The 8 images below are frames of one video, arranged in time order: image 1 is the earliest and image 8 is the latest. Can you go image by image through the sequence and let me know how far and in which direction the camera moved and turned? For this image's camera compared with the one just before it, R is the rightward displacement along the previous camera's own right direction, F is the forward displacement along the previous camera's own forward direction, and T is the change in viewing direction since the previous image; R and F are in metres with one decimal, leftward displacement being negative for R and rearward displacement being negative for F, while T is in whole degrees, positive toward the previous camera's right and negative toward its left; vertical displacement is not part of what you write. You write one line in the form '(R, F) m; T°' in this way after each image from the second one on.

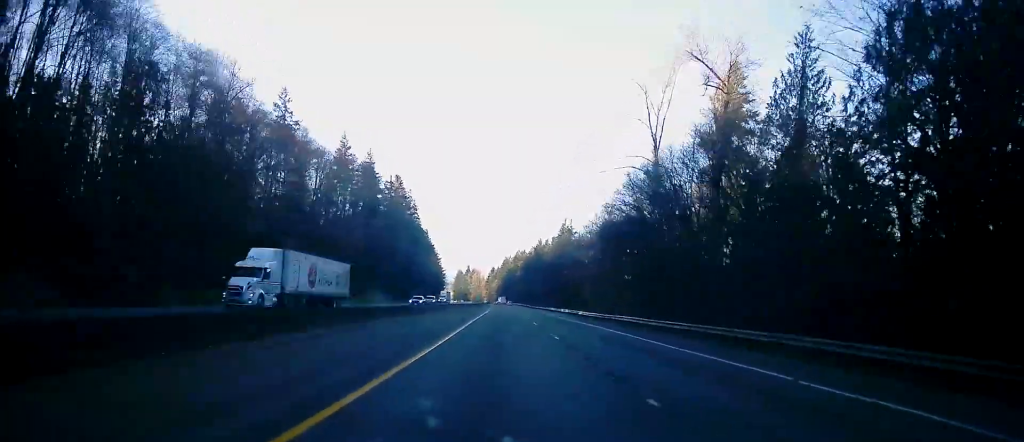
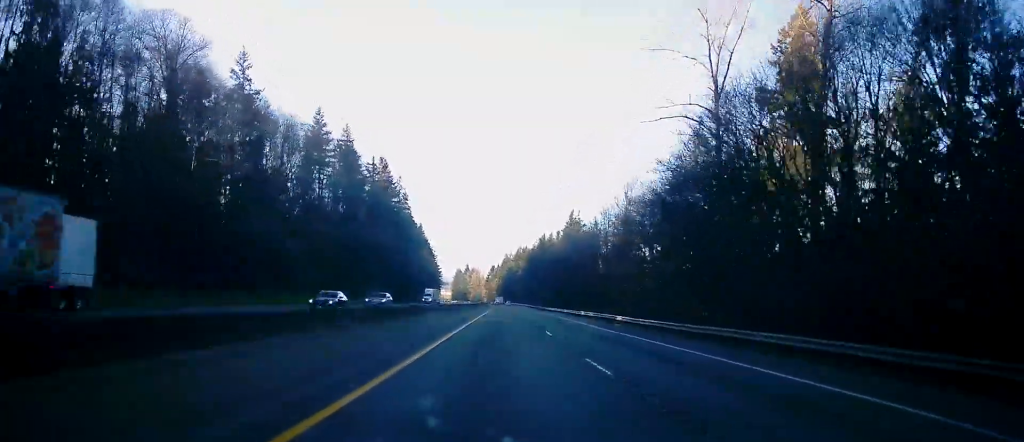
(+0.1, +22.0) m; 0°
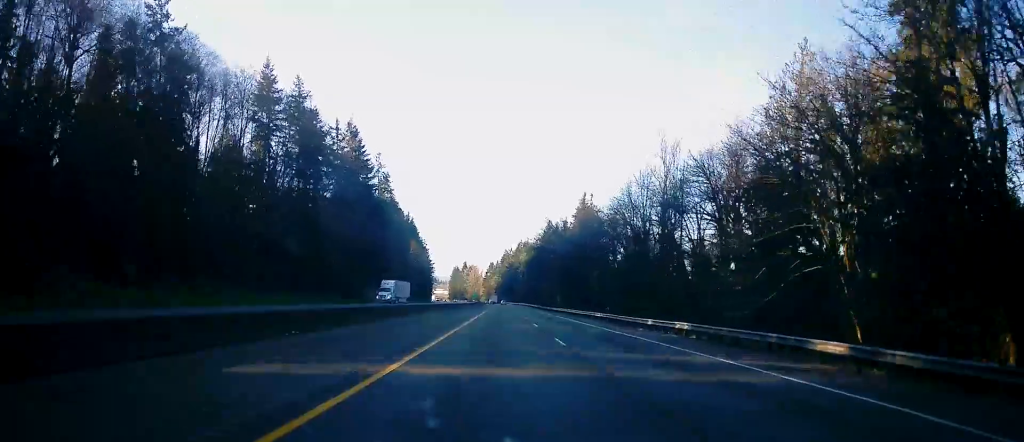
(-0.2, +29.9) m; 0°
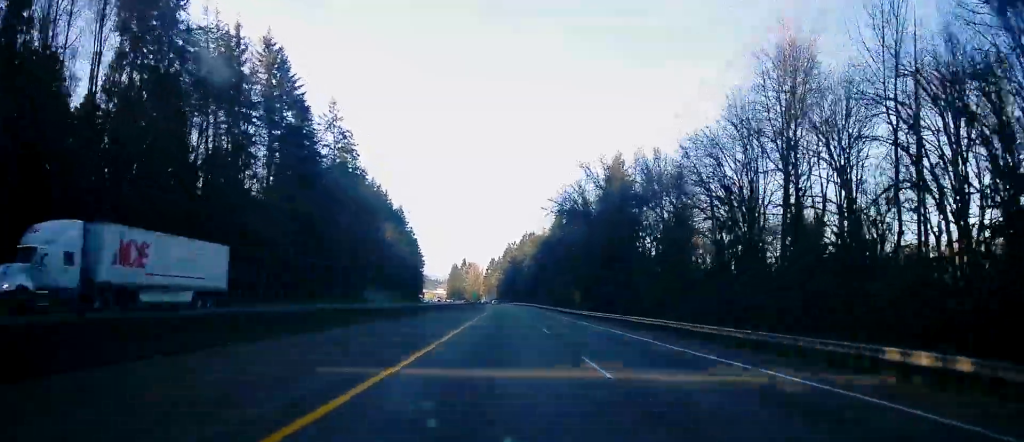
(0.0, +43.1) m; 0°
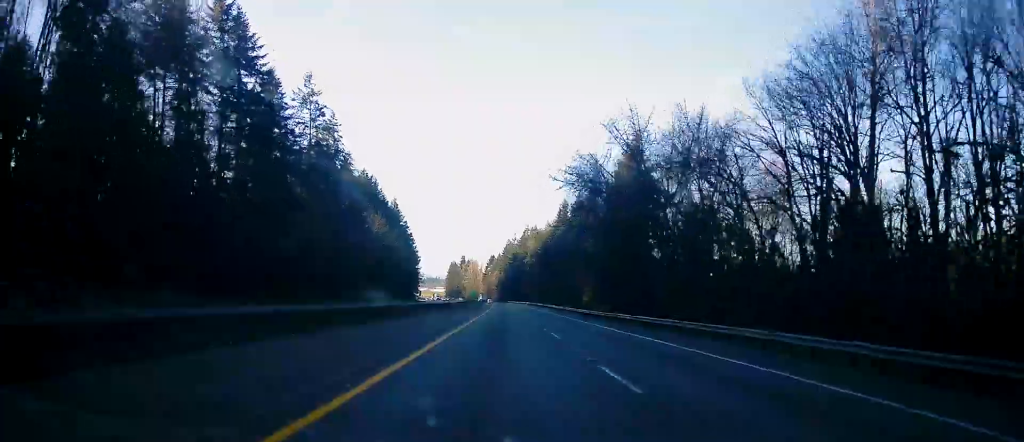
(0.0, +14.4) m; 0°
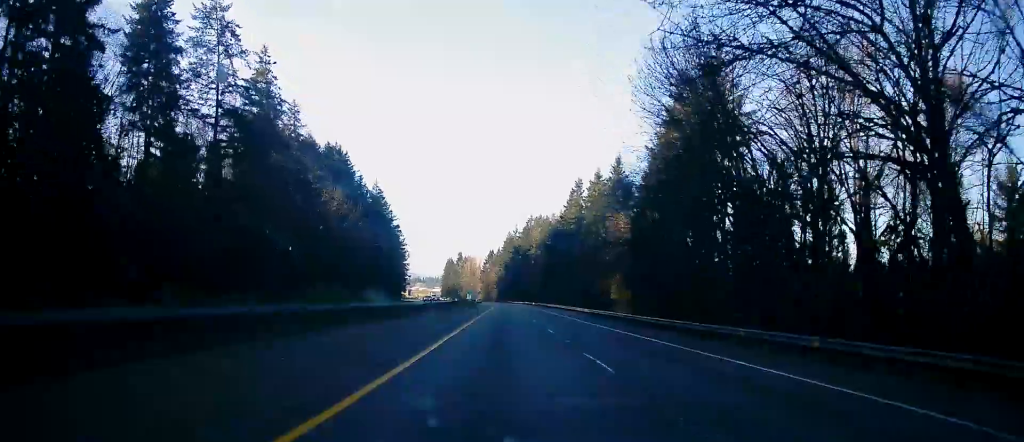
(+0.2, +34.3) m; 0°
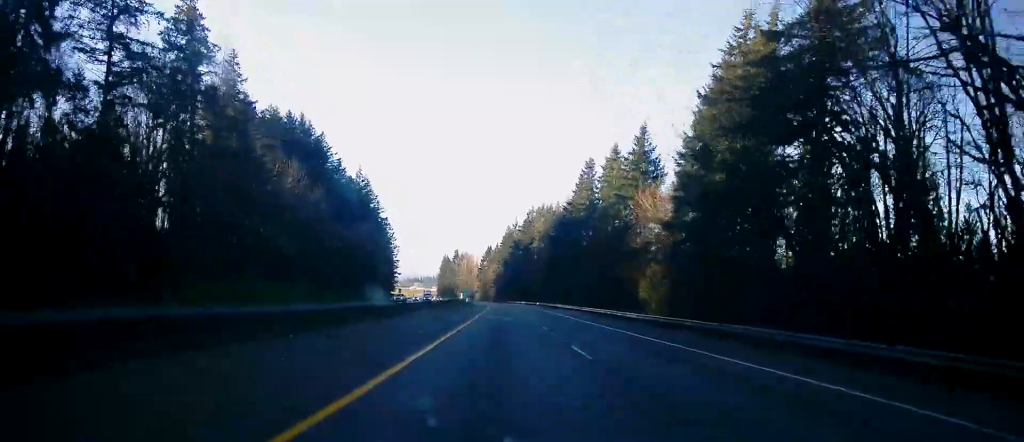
(0.0, +22.1) m; 0°
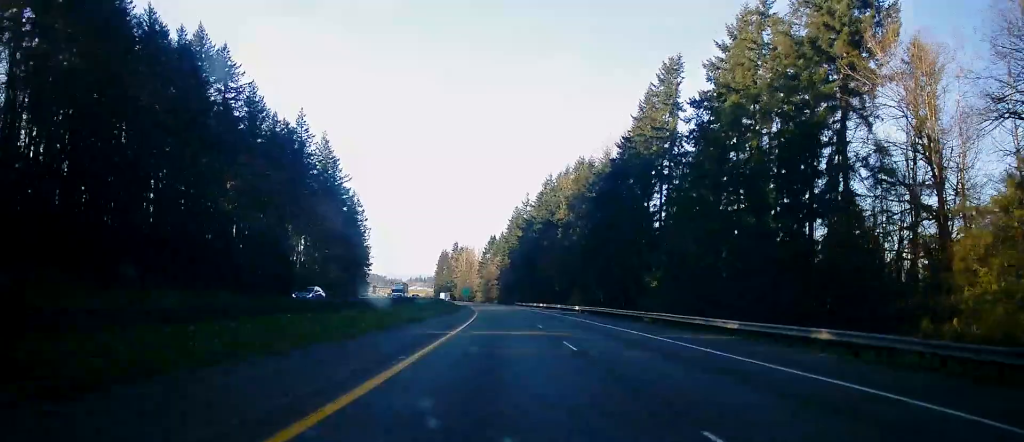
(-0.8, +59.7) m; -1°
